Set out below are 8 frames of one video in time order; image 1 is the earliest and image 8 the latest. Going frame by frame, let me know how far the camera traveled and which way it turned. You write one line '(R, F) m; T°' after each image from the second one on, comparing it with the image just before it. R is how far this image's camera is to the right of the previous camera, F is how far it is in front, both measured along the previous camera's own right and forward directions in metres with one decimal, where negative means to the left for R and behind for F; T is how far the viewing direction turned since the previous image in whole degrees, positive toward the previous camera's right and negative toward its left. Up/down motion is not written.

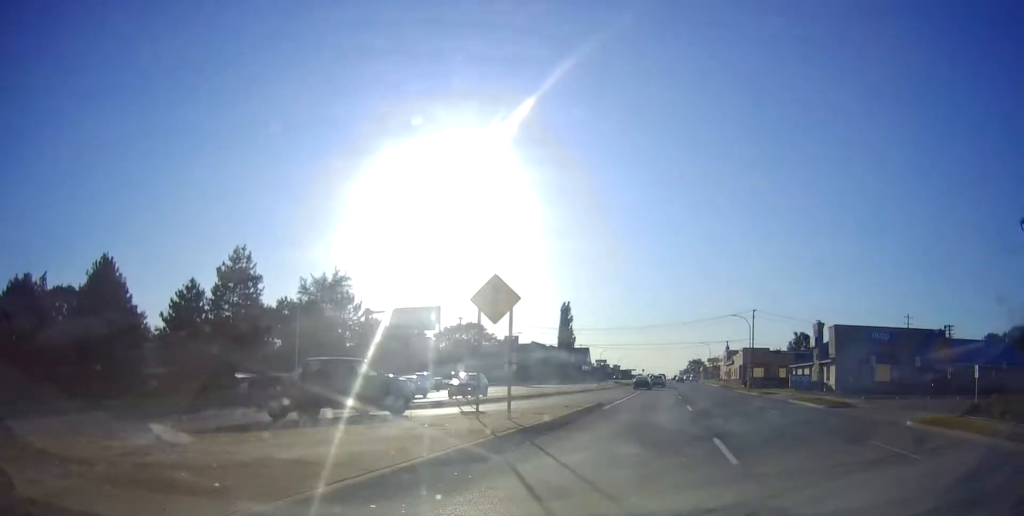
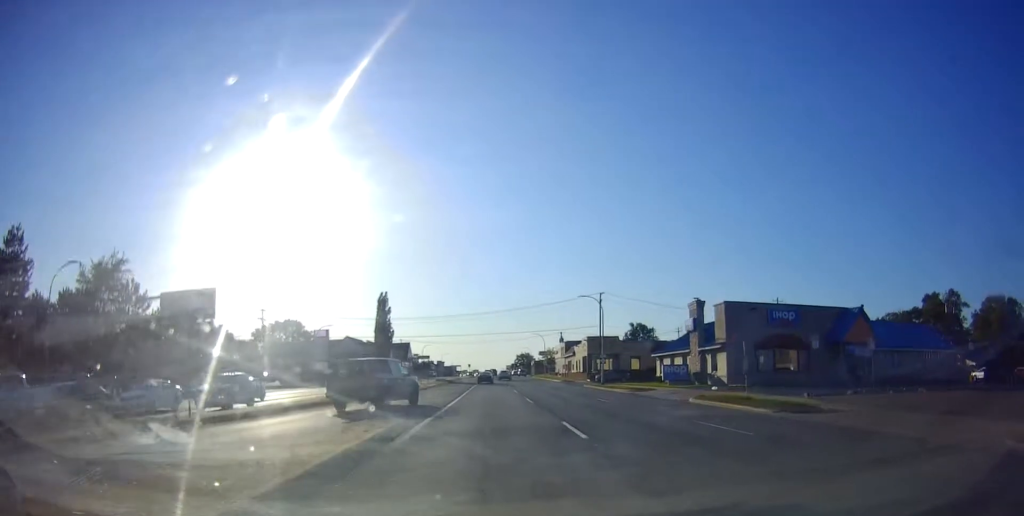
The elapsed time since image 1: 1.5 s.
(+1.2, +11.1) m; +13°
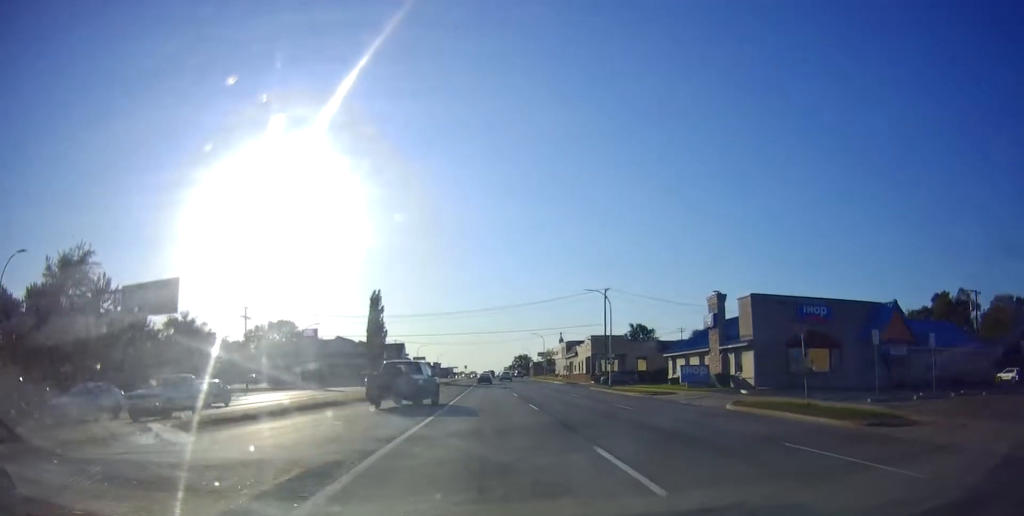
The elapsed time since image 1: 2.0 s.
(+0.2, +4.8) m; +4°
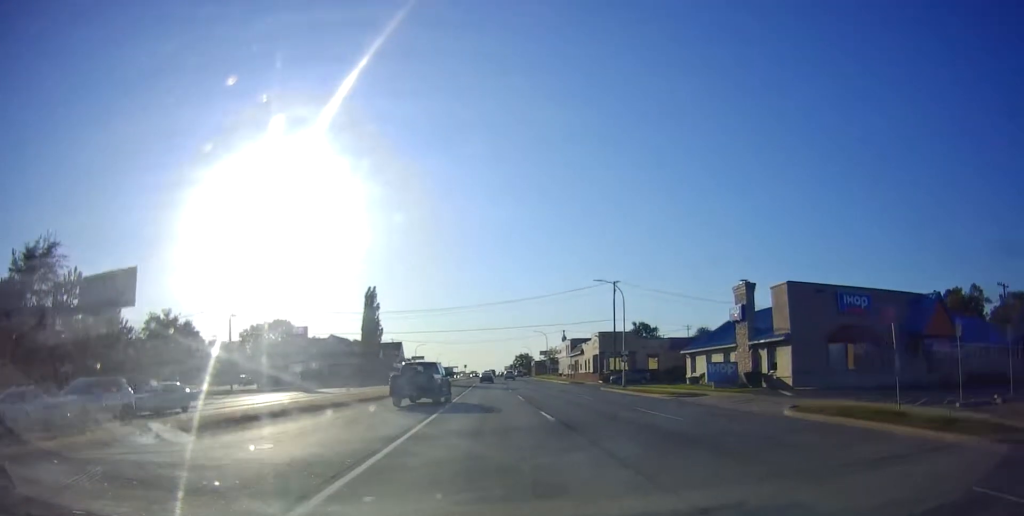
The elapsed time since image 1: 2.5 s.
(+0.2, +4.8) m; +4°
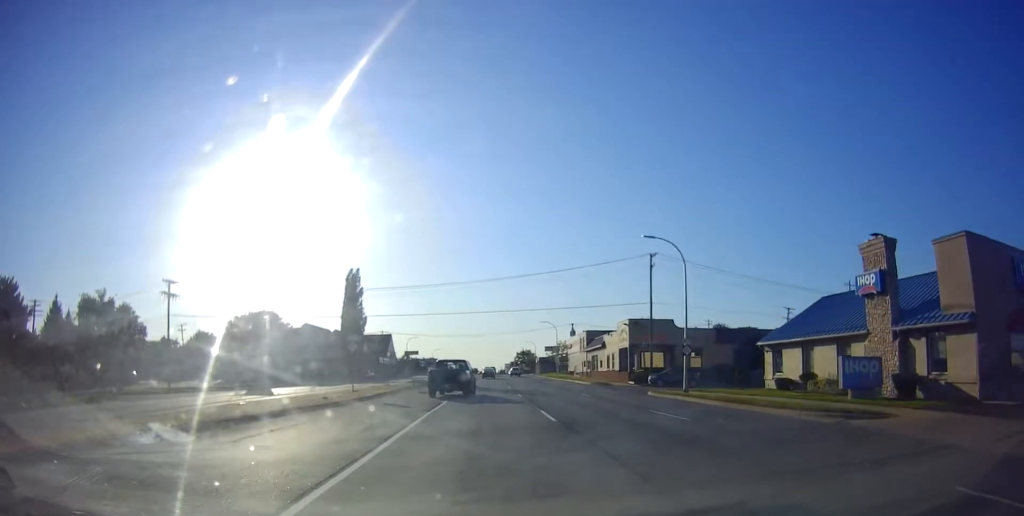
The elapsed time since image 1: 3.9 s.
(+0.9, +14.6) m; +4°
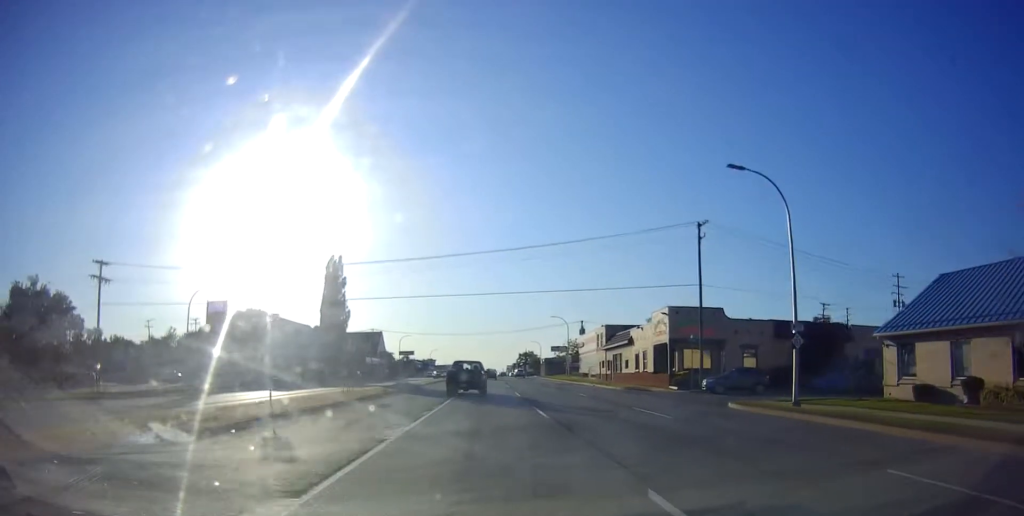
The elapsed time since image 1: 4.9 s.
(0.0, +12.1) m; 0°
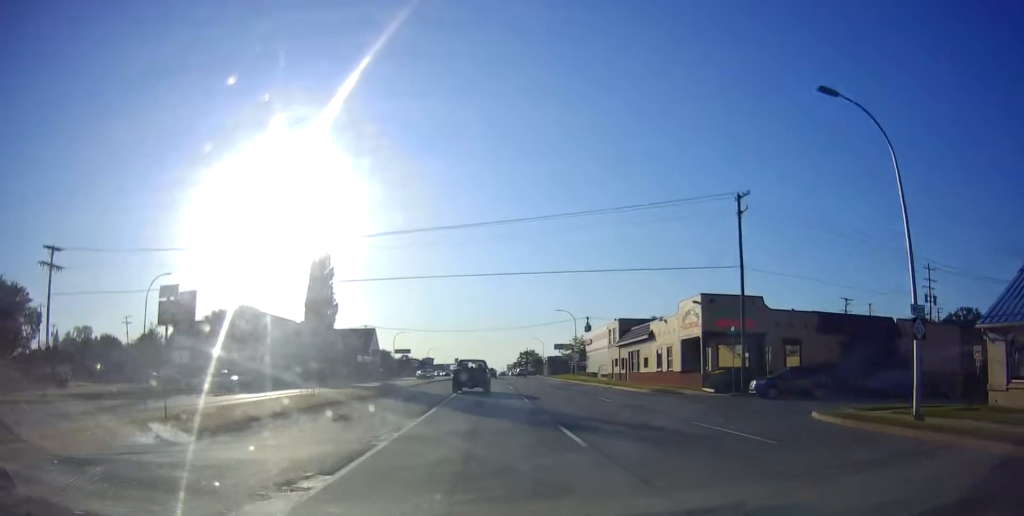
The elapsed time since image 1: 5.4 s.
(0.0, +7.0) m; -1°
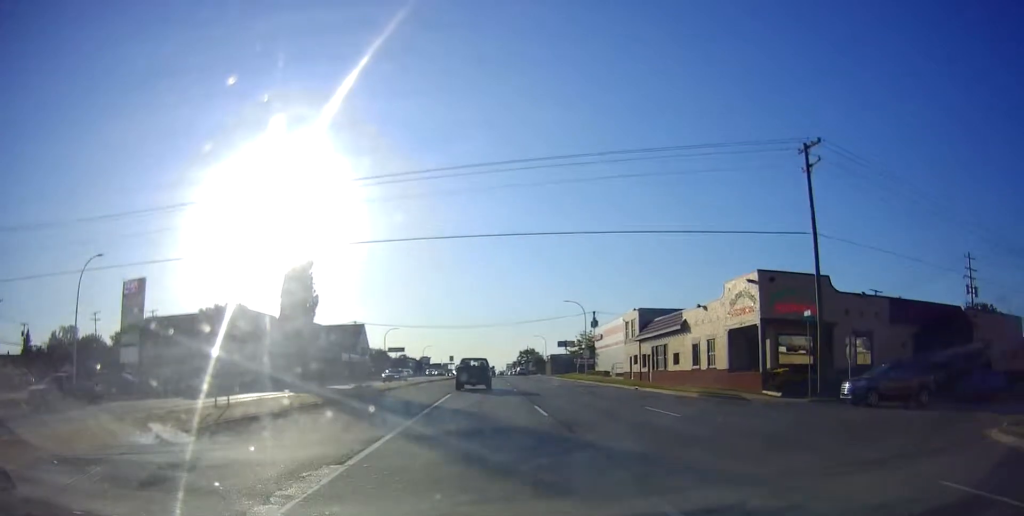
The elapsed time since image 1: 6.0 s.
(-0.1, +8.7) m; -1°
